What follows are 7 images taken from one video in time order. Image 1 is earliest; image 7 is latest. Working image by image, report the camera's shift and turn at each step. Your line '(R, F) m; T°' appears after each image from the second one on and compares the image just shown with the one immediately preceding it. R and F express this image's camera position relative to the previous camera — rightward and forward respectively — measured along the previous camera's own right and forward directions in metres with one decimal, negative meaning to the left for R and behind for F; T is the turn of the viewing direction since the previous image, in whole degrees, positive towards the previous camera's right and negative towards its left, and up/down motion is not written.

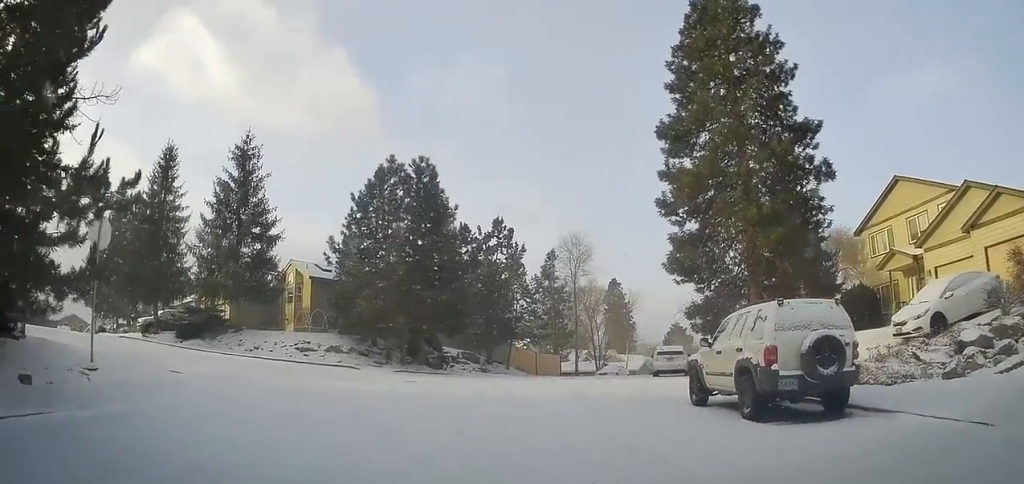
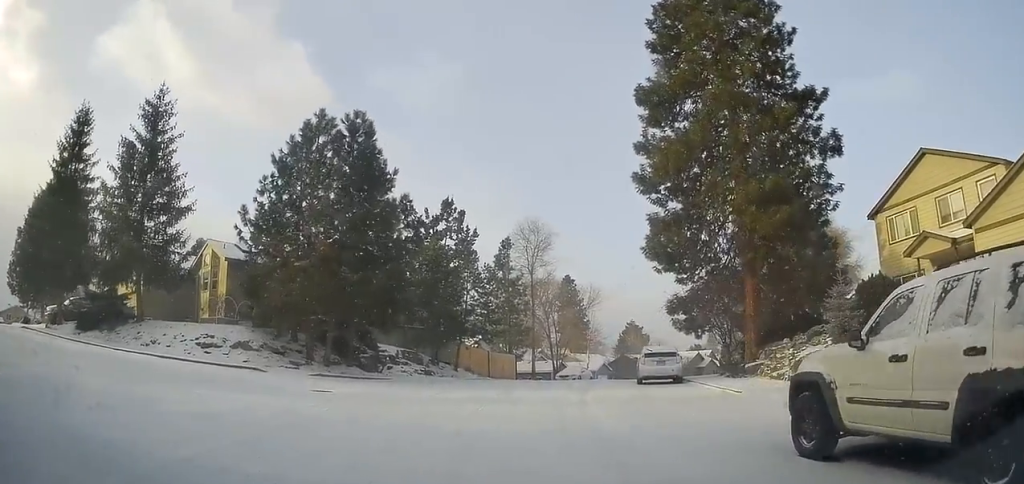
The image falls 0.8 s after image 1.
(0.0, +6.2) m; +1°
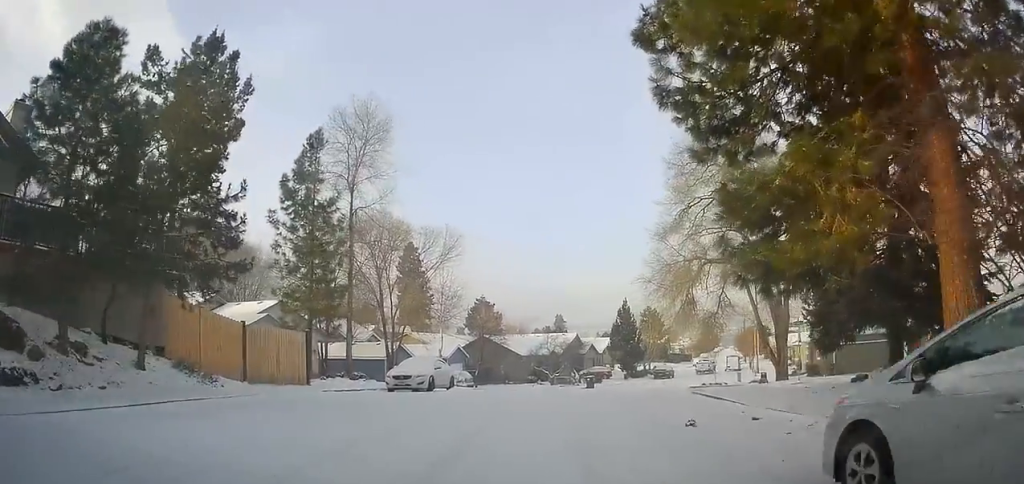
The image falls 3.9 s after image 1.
(+1.8, +22.2) m; +11°
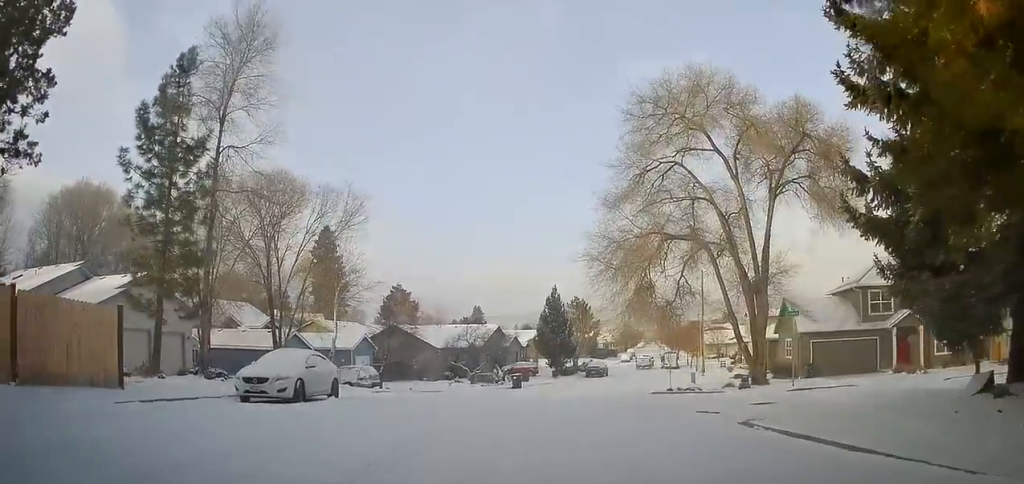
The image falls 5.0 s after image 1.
(+0.8, +7.9) m; +9°
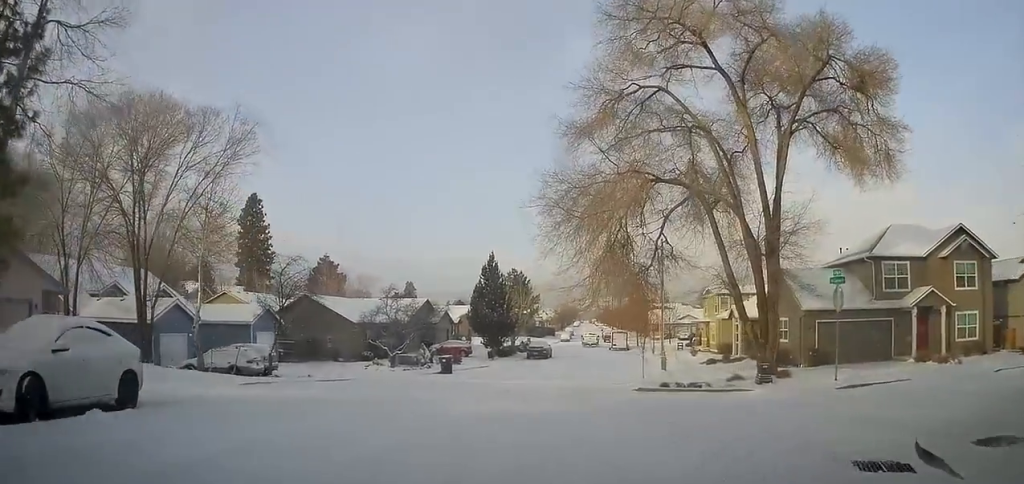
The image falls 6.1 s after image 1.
(+0.4, +8.5) m; +4°
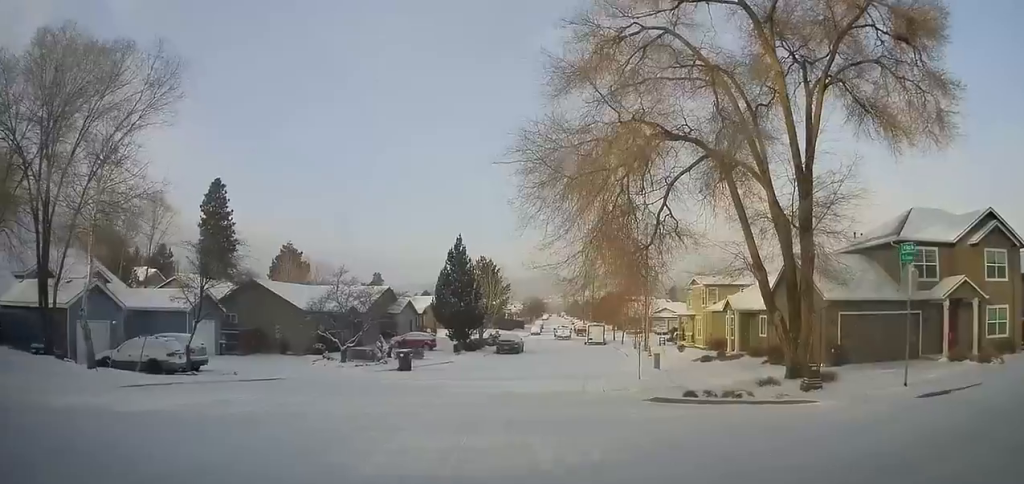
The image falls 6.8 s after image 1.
(0.0, +5.0) m; +2°
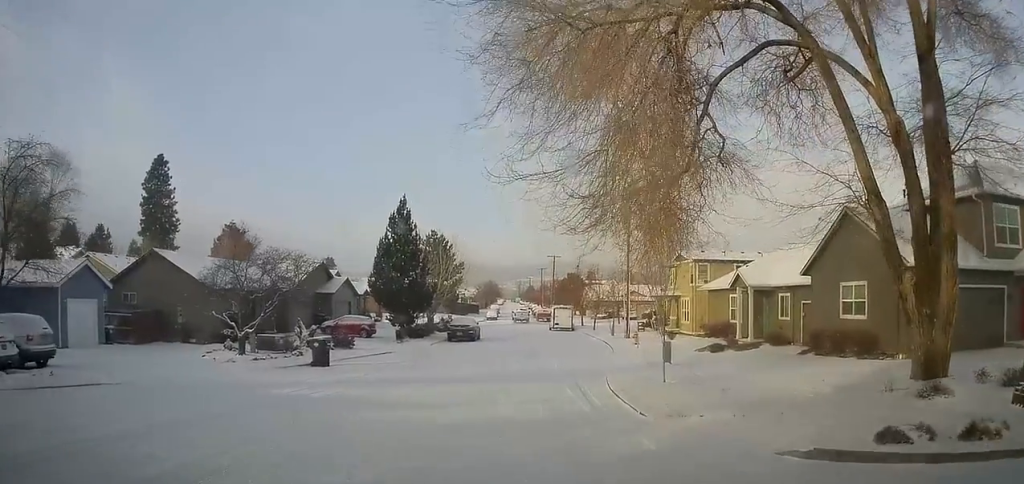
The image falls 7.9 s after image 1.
(+0.3, +8.3) m; +1°
